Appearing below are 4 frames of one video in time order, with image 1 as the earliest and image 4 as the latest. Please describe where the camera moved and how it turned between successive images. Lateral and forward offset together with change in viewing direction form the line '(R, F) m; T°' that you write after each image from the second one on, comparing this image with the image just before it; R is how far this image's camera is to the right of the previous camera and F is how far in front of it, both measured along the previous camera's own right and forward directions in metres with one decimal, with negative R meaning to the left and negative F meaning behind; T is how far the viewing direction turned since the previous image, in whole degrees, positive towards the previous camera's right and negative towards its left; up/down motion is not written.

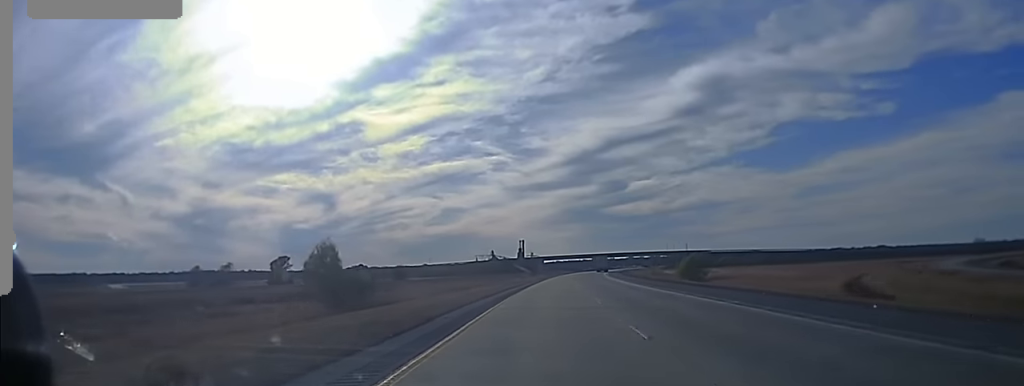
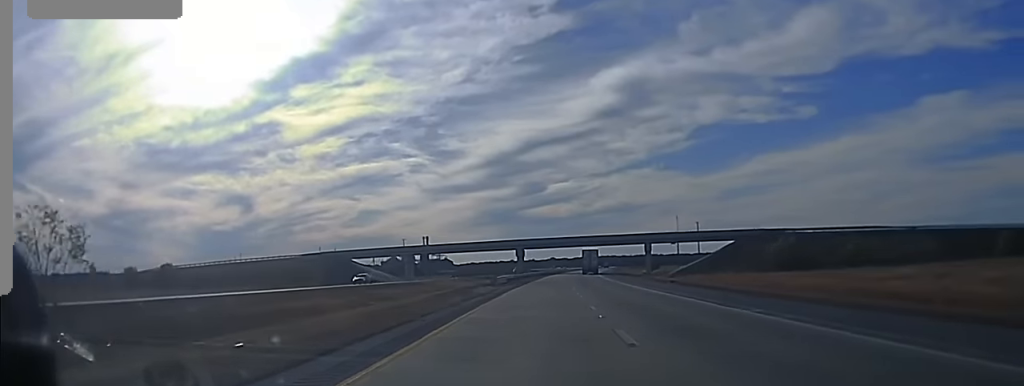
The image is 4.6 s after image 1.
(+10.7, +221.4) m; +5°
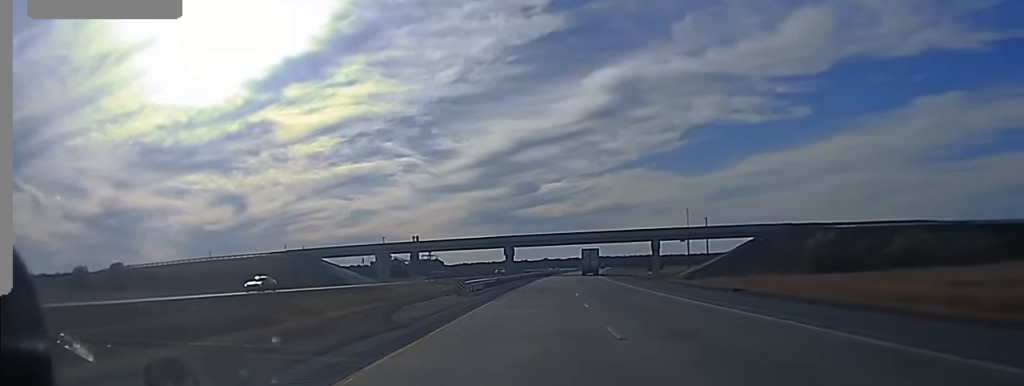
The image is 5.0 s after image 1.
(0.0, +22.7) m; 0°
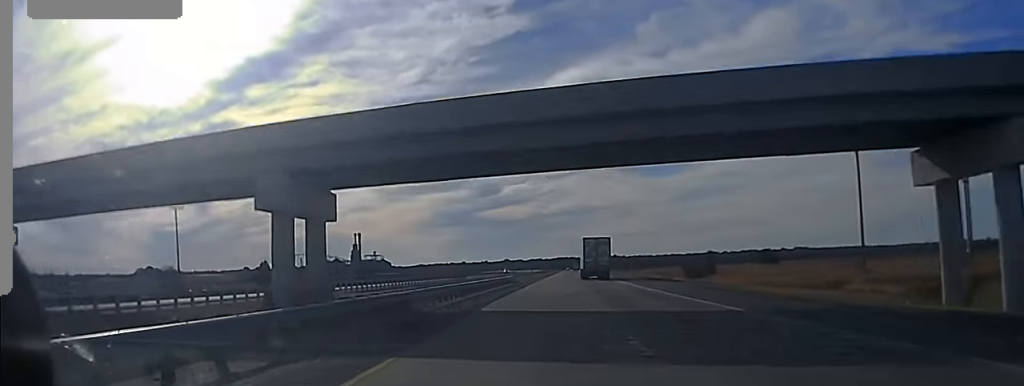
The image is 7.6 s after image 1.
(+3.9, +124.7) m; +3°
